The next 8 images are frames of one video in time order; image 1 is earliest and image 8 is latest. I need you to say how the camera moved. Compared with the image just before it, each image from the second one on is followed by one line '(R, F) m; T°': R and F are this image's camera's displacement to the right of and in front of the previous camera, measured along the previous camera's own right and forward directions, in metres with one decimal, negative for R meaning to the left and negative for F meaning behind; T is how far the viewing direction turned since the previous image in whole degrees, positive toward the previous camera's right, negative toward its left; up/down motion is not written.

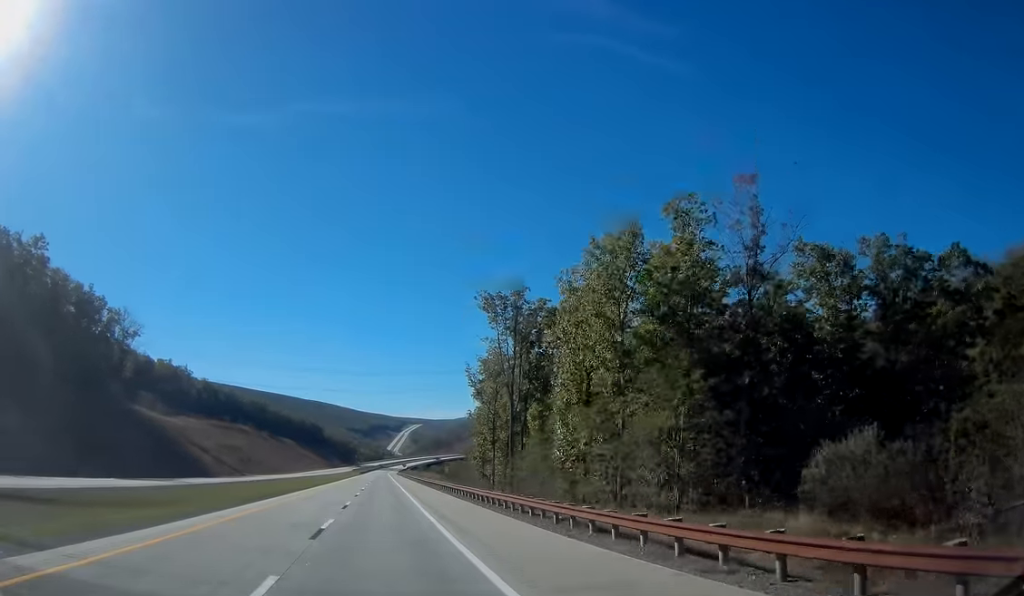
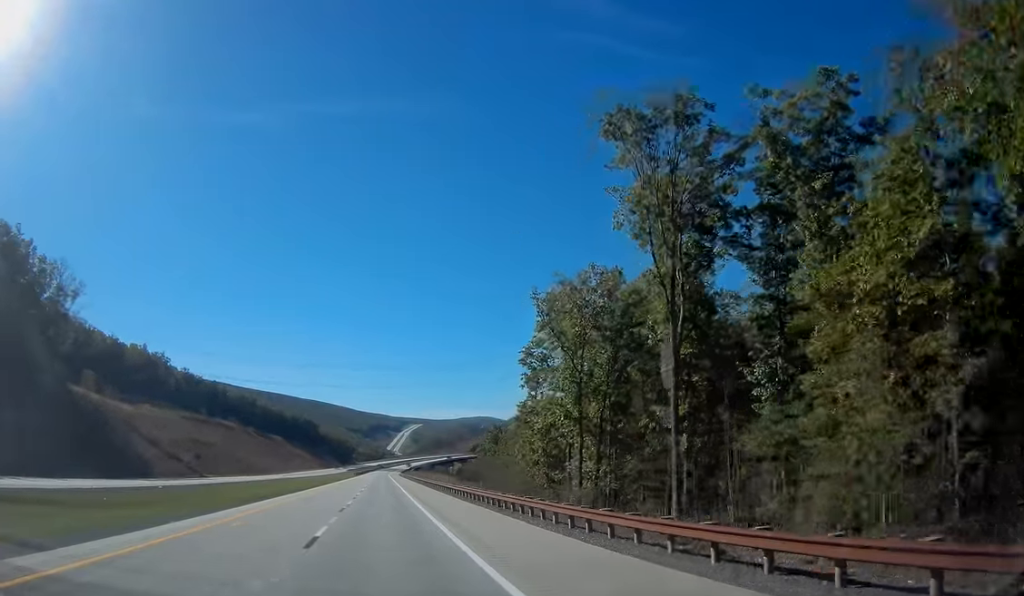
(-0.1, +39.5) m; +1°
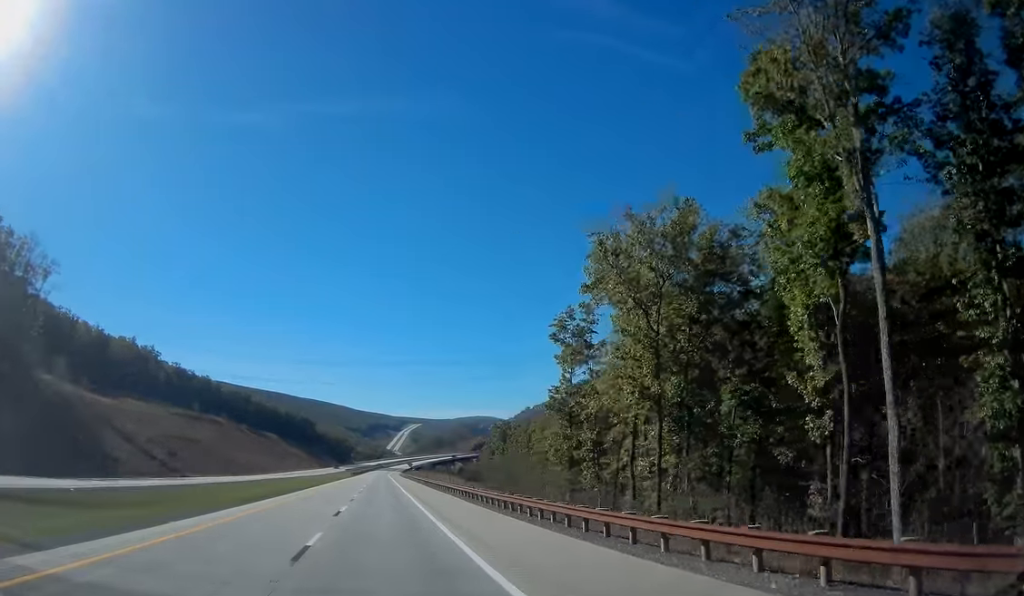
(+0.2, +14.9) m; 0°
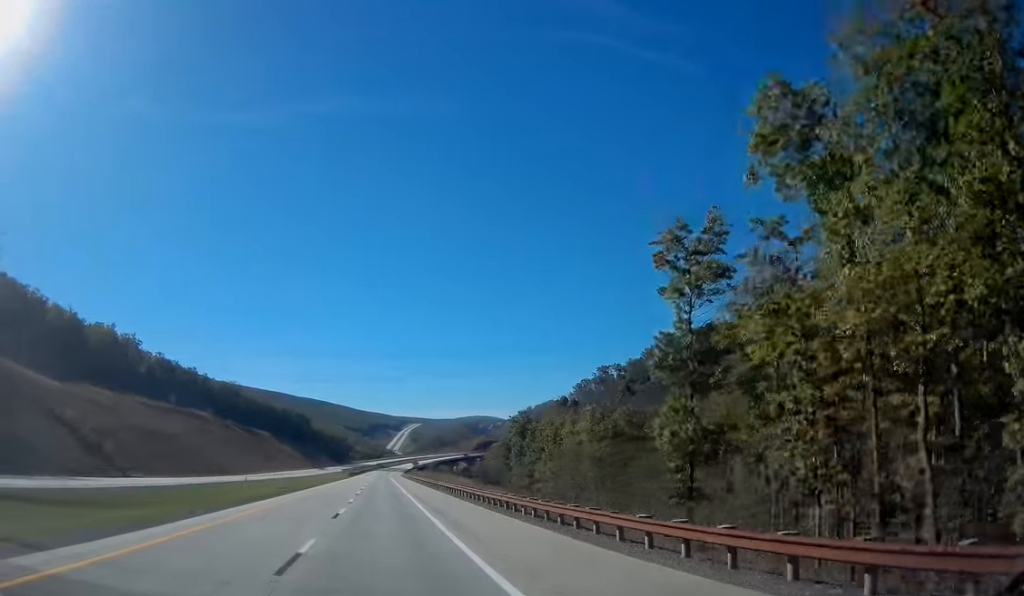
(0.0, +25.8) m; 0°
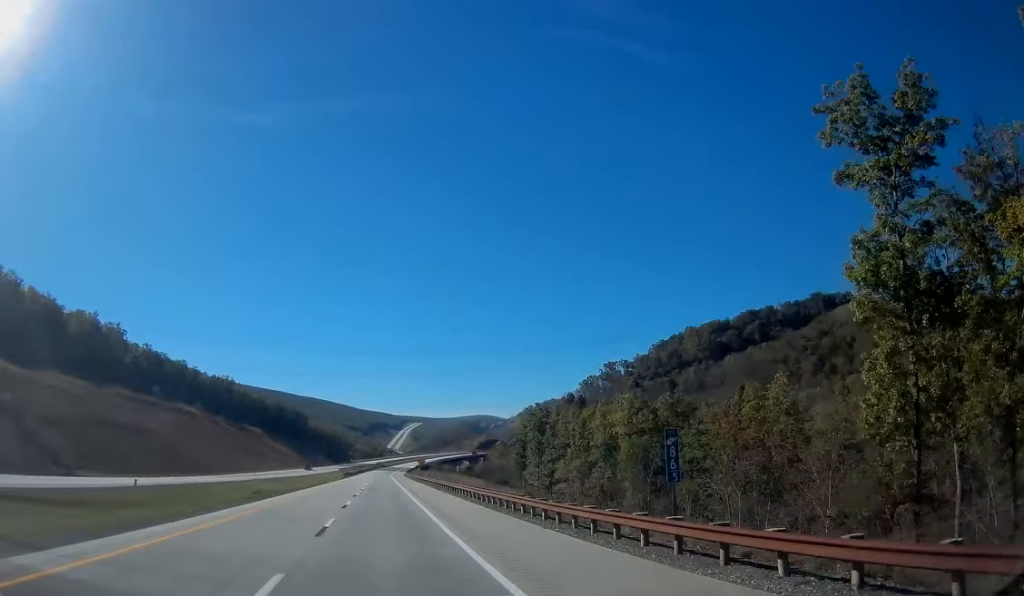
(-0.2, +18.8) m; 0°
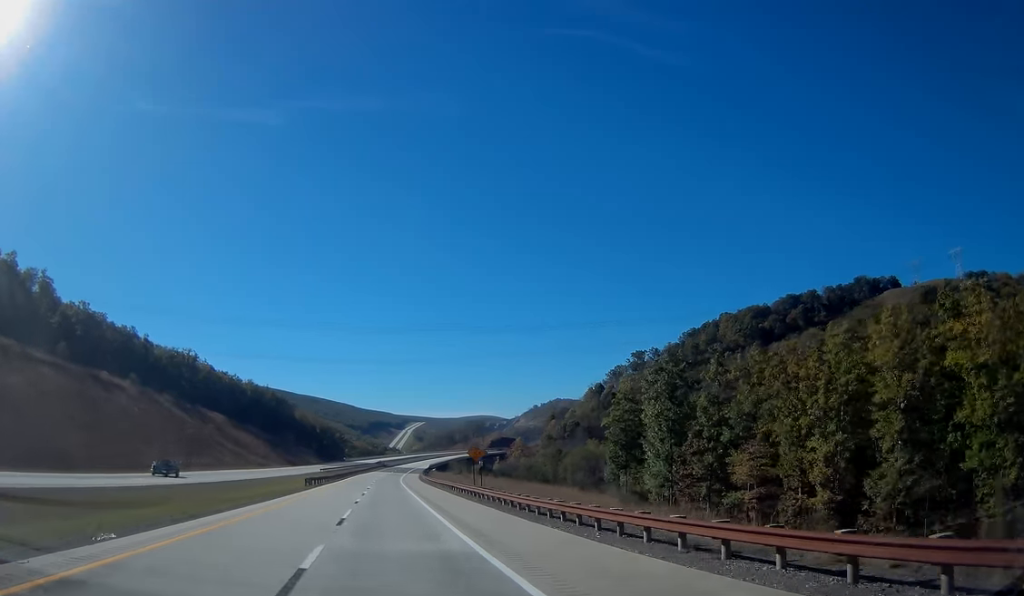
(+0.2, +70.2) m; 0°
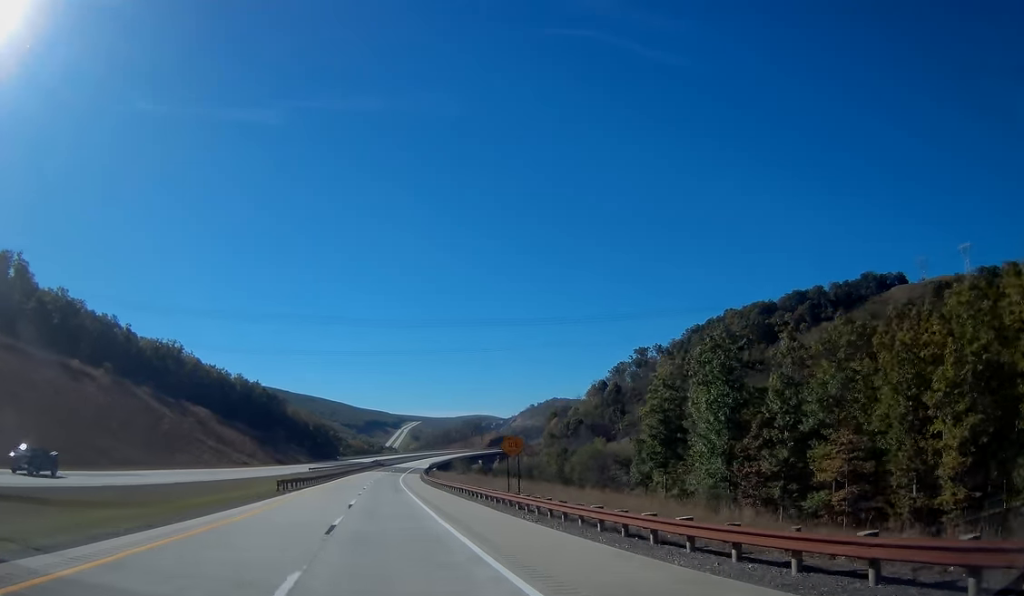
(0.0, +15.8) m; 0°
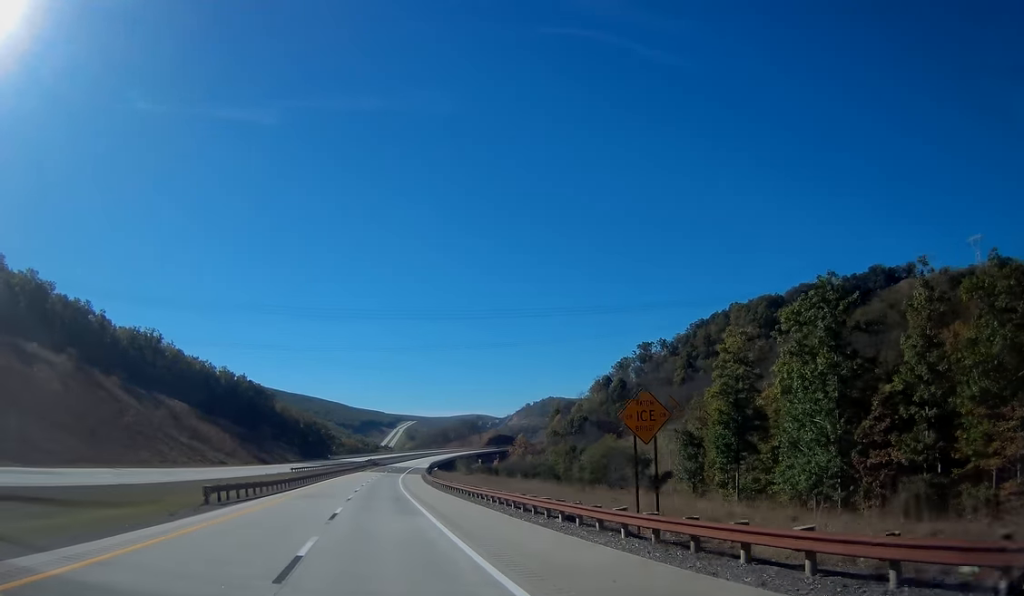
(+0.2, +19.8) m; 0°
